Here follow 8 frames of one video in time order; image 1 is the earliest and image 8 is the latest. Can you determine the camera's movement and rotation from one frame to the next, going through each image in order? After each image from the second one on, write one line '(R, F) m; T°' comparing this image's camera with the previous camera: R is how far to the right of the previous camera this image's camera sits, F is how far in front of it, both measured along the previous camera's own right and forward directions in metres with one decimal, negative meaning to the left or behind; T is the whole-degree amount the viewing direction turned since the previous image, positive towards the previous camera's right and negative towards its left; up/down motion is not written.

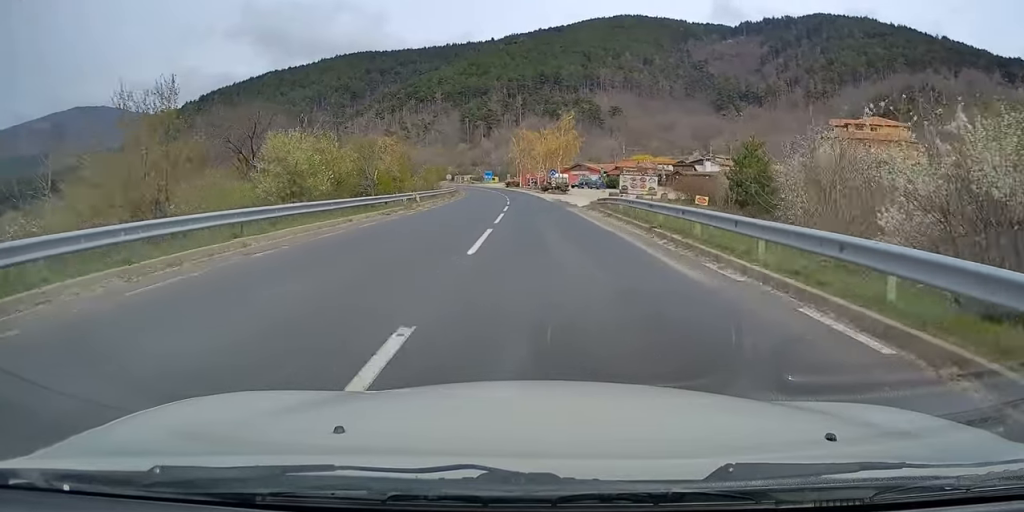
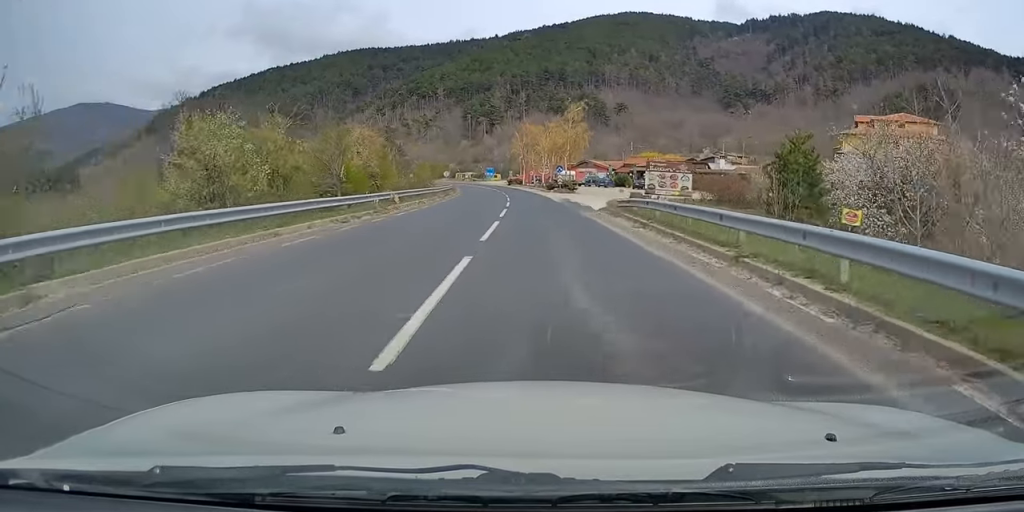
(0.0, +6.7) m; 0°
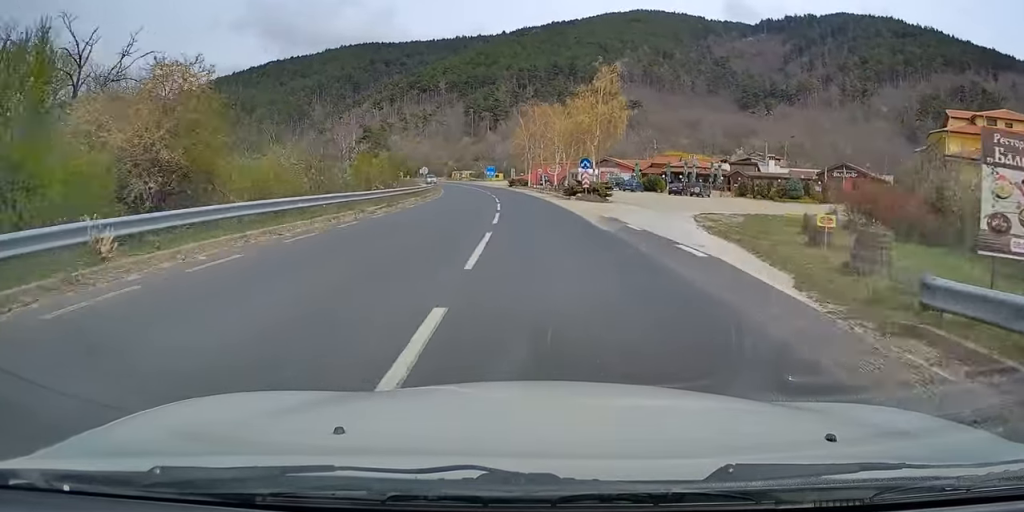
(-0.3, +21.8) m; -2°
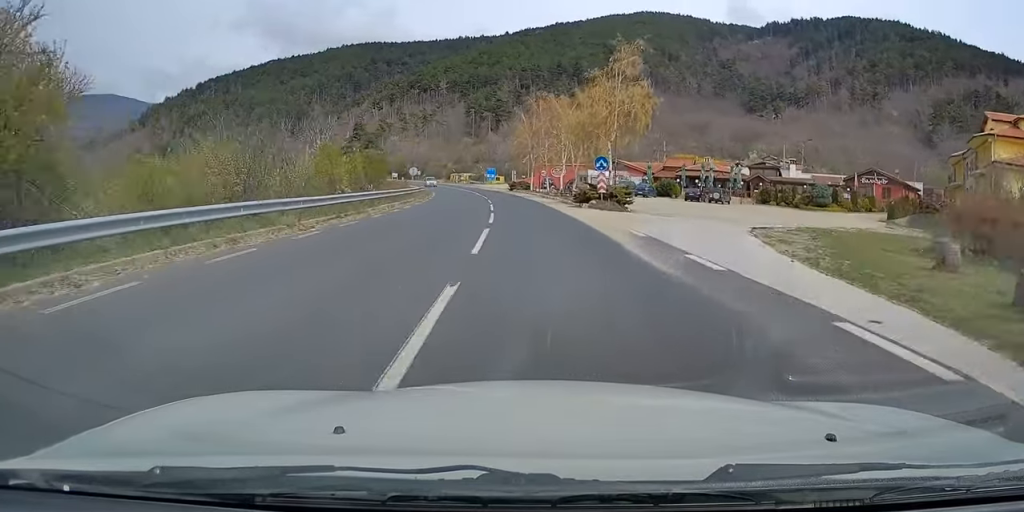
(-0.1, +7.3) m; -1°
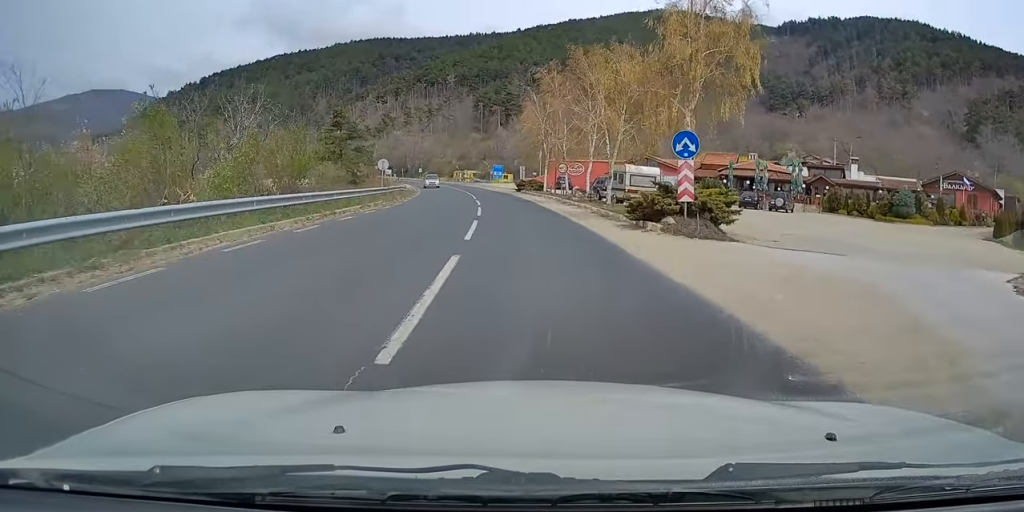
(-0.1, +15.1) m; -1°
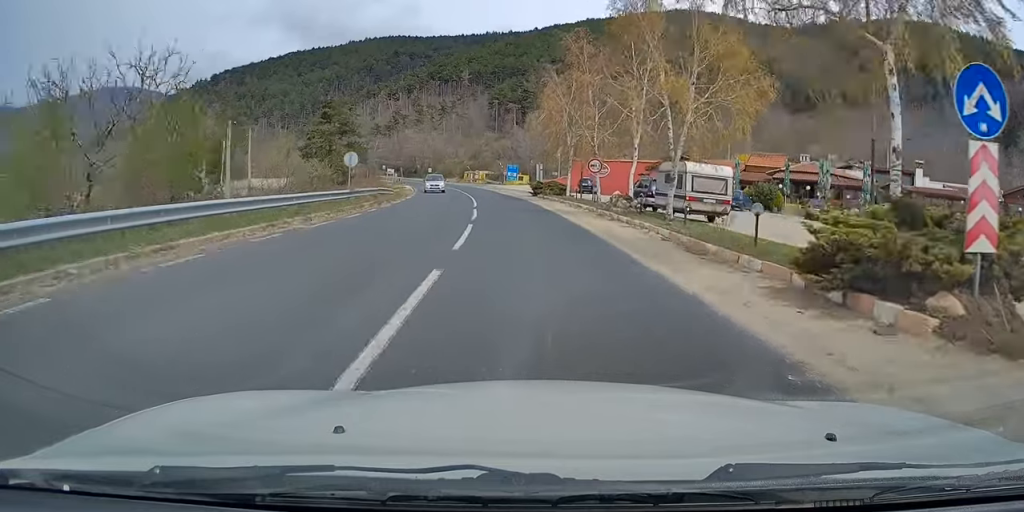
(0.0, +10.7) m; -1°
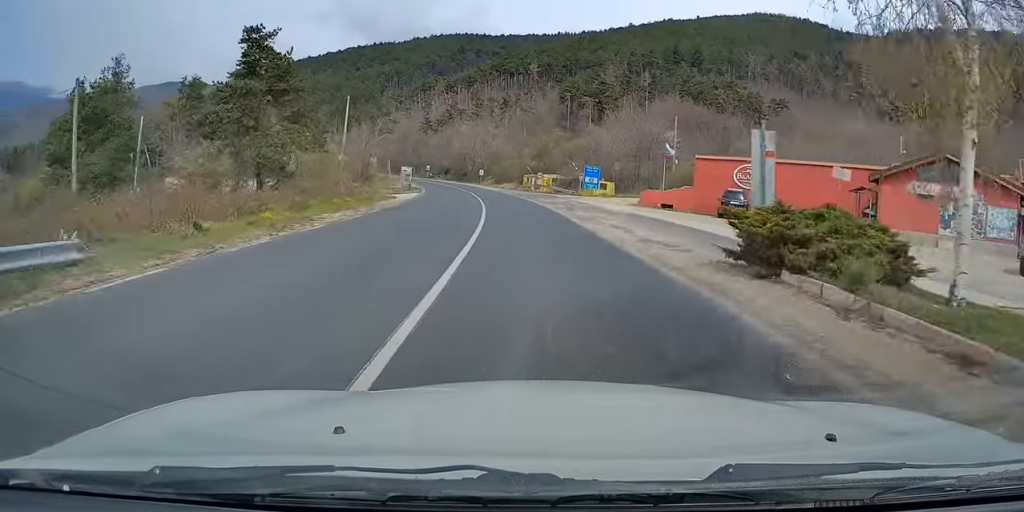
(-1.8, +33.7) m; -6°
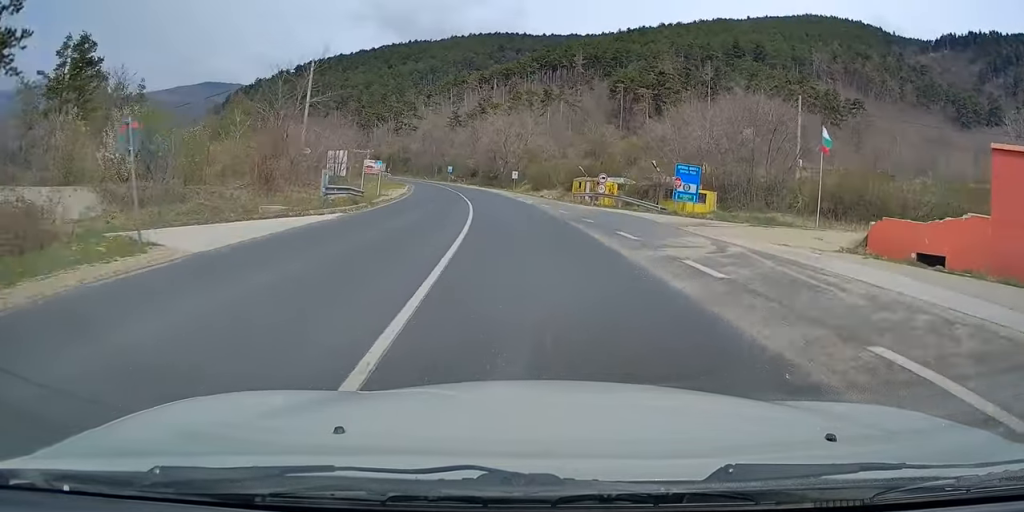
(-1.2, +28.0) m; -4°
